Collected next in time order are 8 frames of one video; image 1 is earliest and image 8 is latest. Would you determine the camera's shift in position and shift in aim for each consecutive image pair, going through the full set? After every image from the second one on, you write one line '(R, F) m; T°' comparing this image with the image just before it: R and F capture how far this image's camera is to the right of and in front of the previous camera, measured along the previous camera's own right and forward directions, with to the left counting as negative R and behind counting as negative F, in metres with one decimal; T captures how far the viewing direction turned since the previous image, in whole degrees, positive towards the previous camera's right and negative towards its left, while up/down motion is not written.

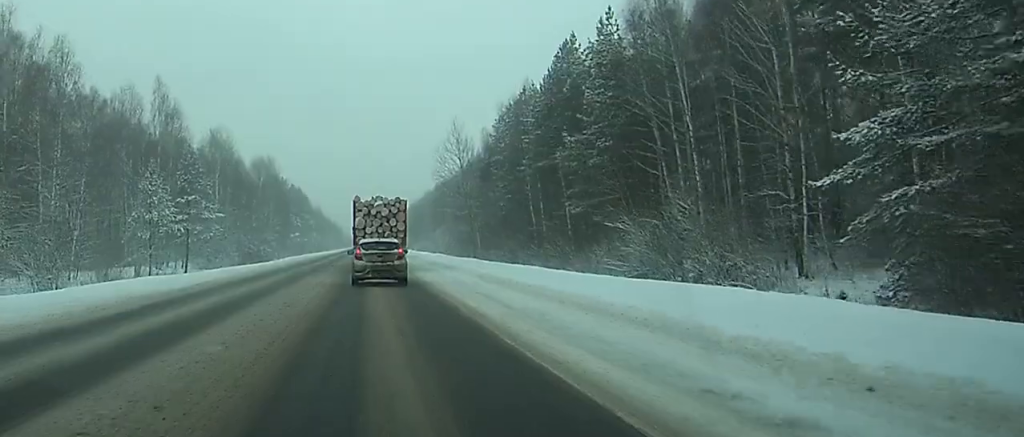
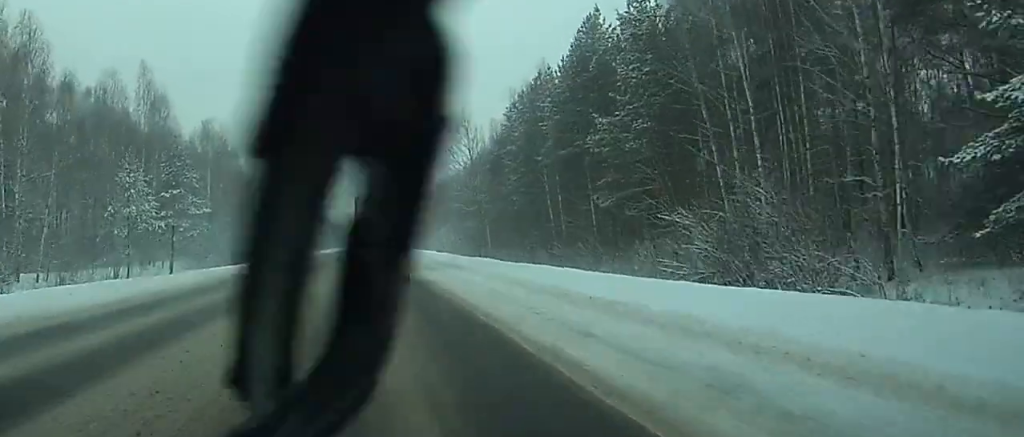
(0.0, +7.4) m; 0°
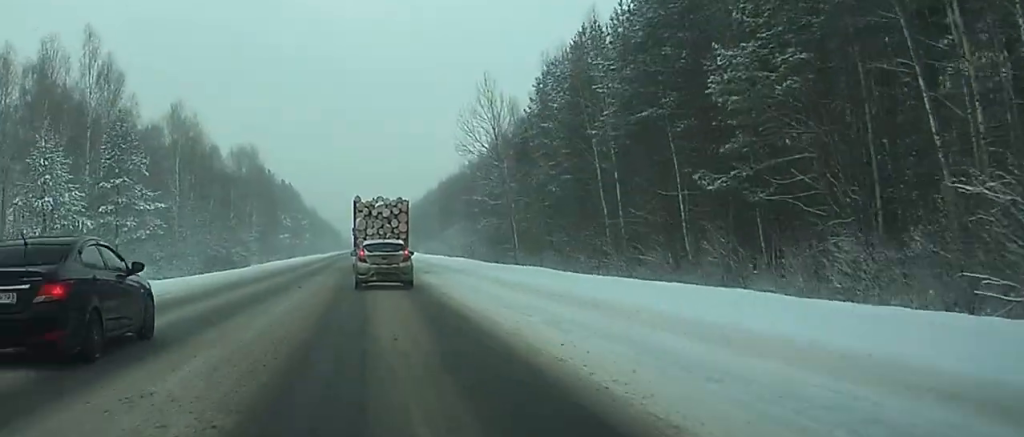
(0.0, +18.1) m; 0°
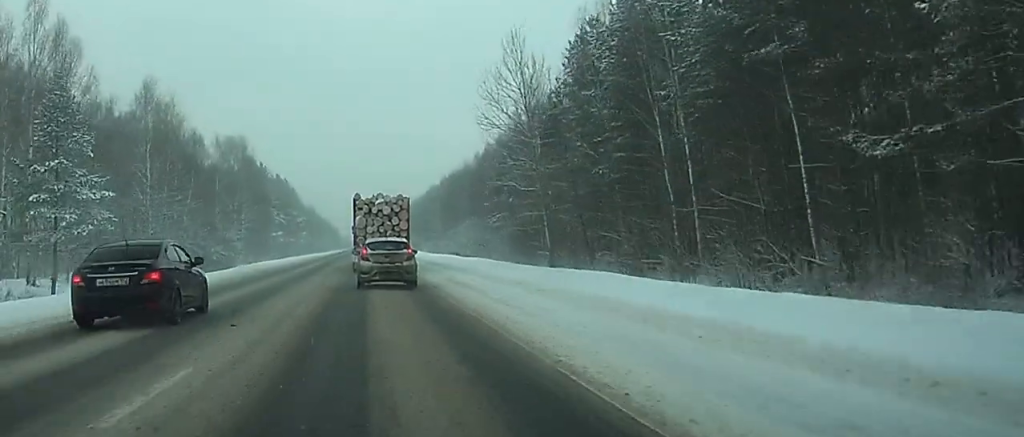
(0.0, +13.2) m; 0°
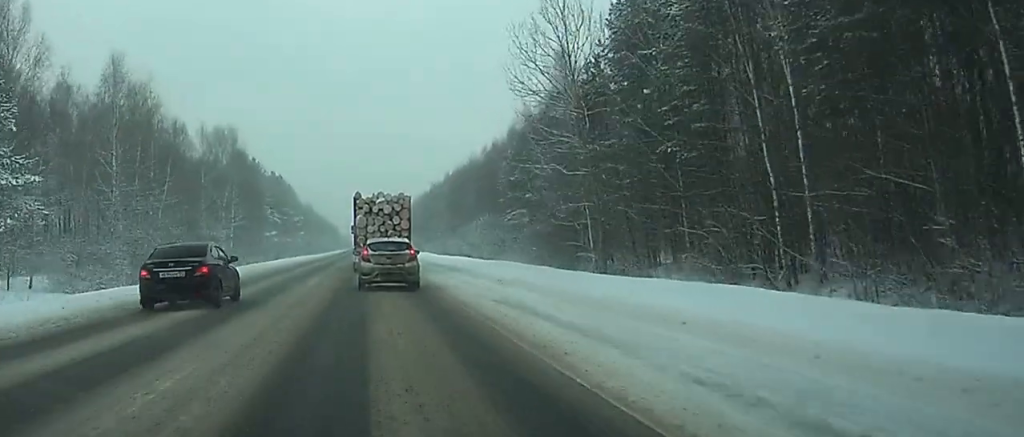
(0.0, +12.0) m; 0°
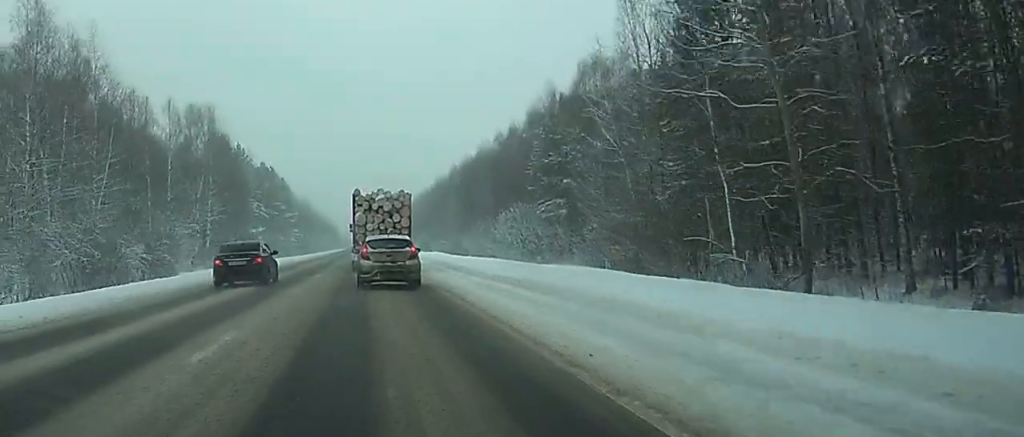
(0.0, +20.2) m; 0°
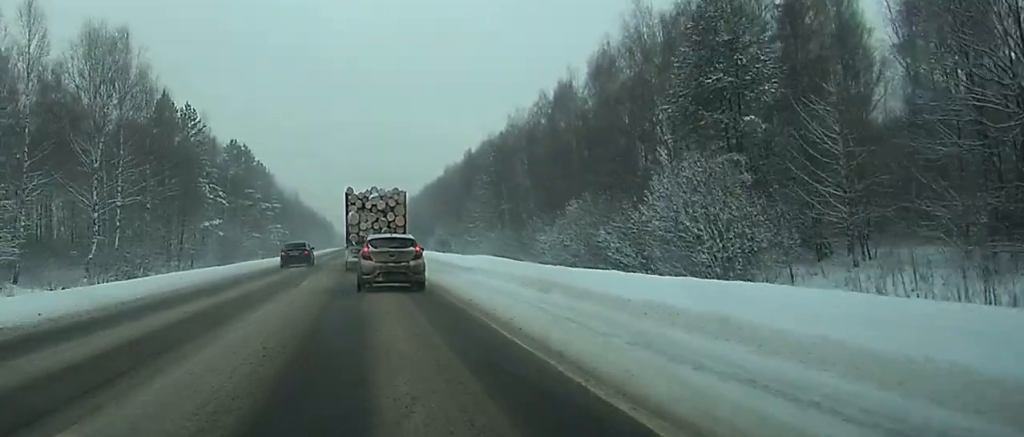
(0.0, +43.2) m; +3°
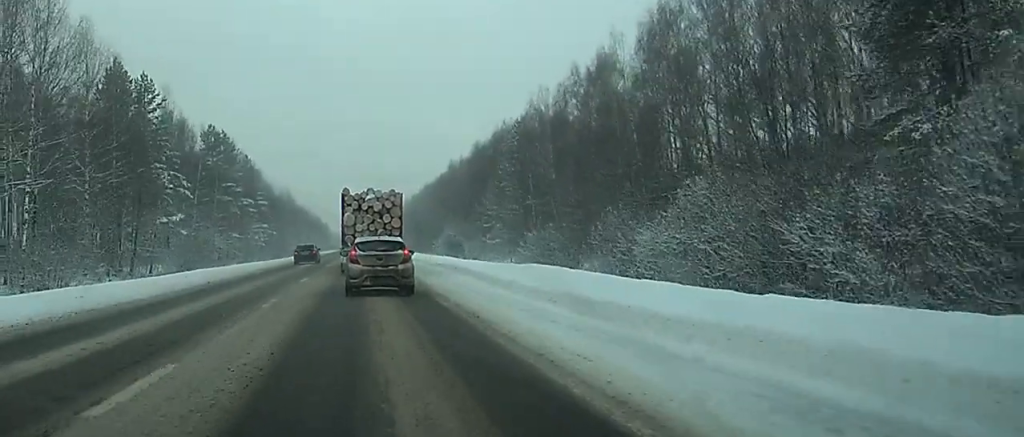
(+1.3, +20.9) m; -1°
